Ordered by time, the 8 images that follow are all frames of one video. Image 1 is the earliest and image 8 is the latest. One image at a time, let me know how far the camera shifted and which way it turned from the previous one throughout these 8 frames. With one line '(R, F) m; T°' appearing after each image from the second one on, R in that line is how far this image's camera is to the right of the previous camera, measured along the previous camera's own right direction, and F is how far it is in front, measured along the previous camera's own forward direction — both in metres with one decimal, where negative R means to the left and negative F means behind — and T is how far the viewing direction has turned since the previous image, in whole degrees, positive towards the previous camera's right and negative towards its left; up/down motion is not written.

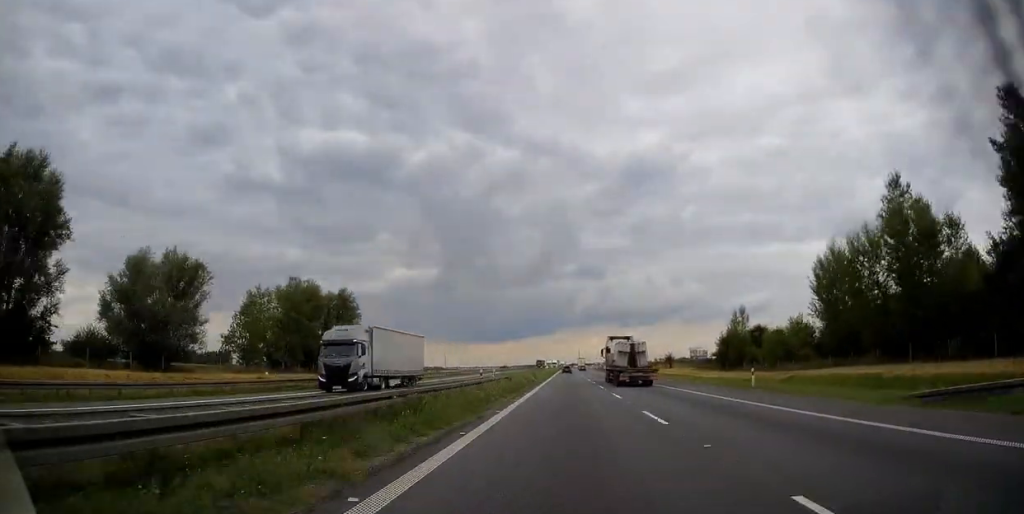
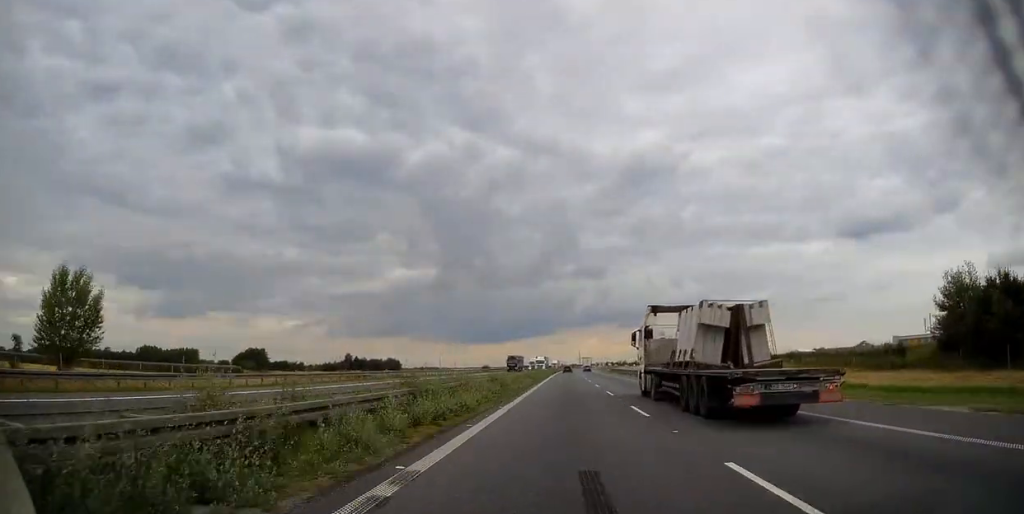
(0.0, +69.8) m; +1°
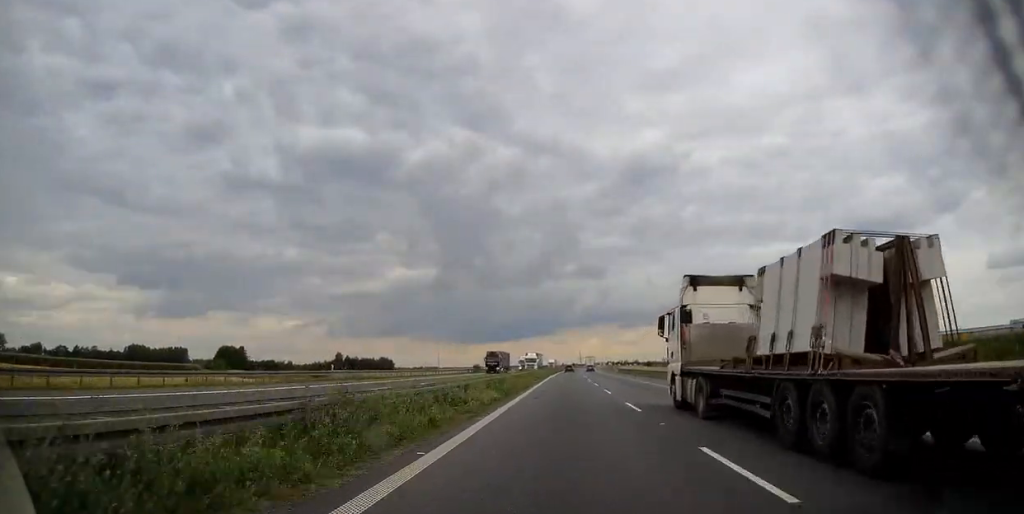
(+0.2, +22.6) m; 0°
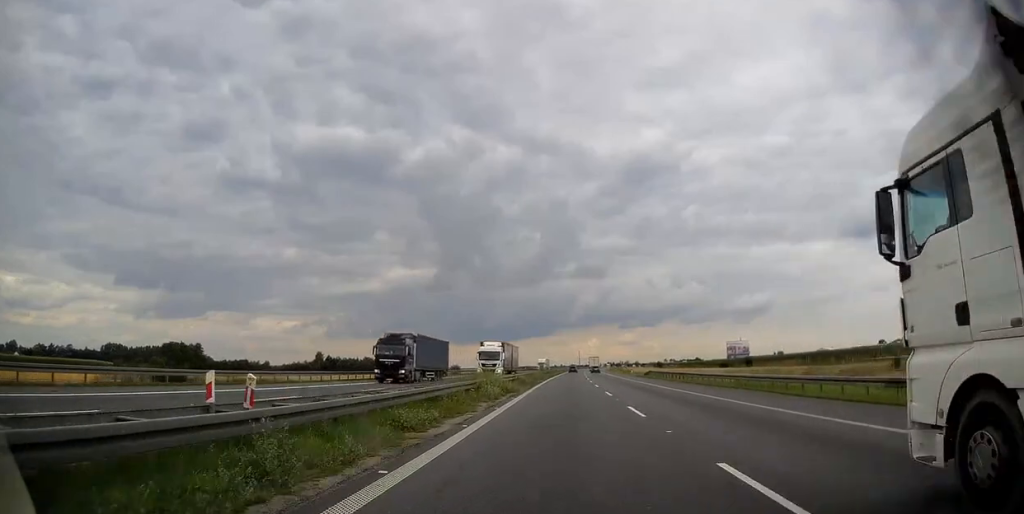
(+0.1, +37.7) m; 0°
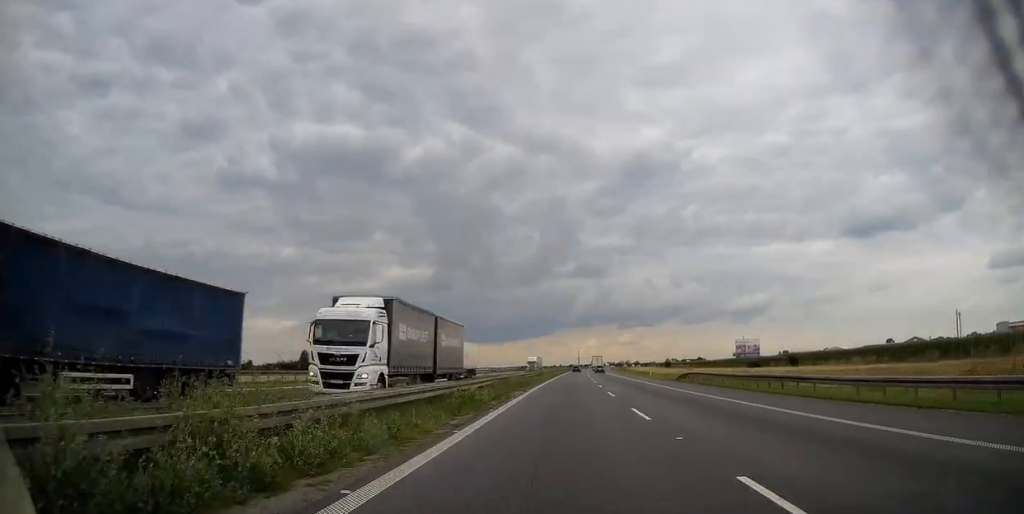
(0.0, +25.1) m; 0°
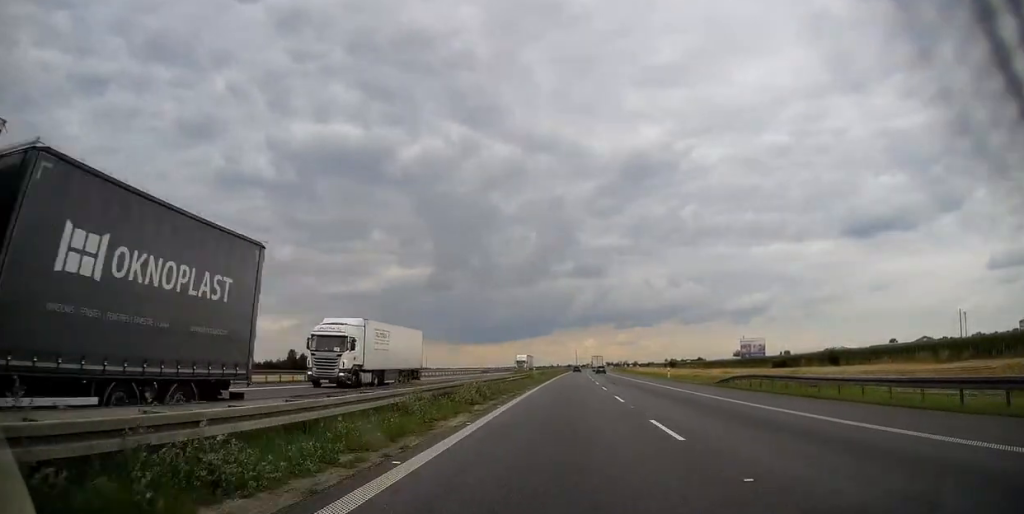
(-0.1, +16.3) m; 0°
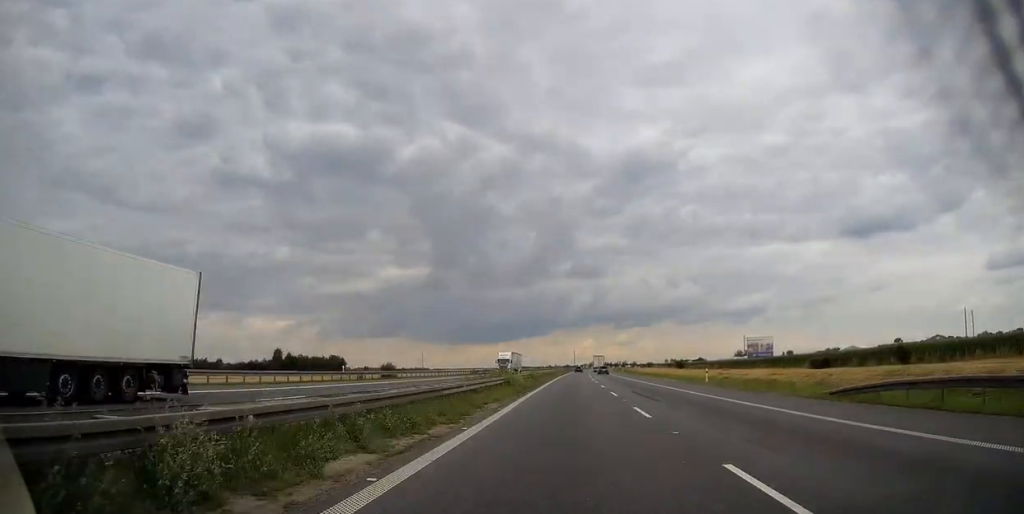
(0.0, +18.9) m; 0°
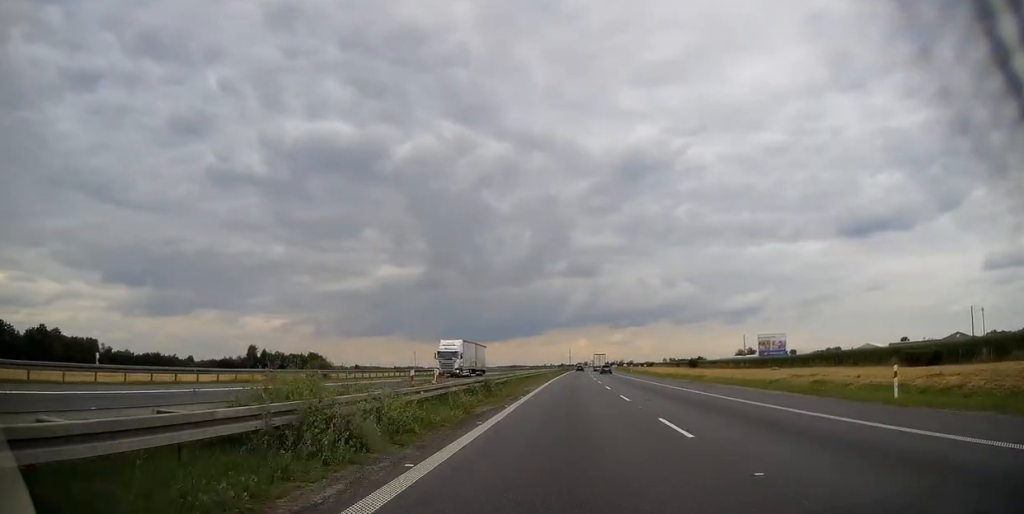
(+0.2, +28.9) m; +1°
